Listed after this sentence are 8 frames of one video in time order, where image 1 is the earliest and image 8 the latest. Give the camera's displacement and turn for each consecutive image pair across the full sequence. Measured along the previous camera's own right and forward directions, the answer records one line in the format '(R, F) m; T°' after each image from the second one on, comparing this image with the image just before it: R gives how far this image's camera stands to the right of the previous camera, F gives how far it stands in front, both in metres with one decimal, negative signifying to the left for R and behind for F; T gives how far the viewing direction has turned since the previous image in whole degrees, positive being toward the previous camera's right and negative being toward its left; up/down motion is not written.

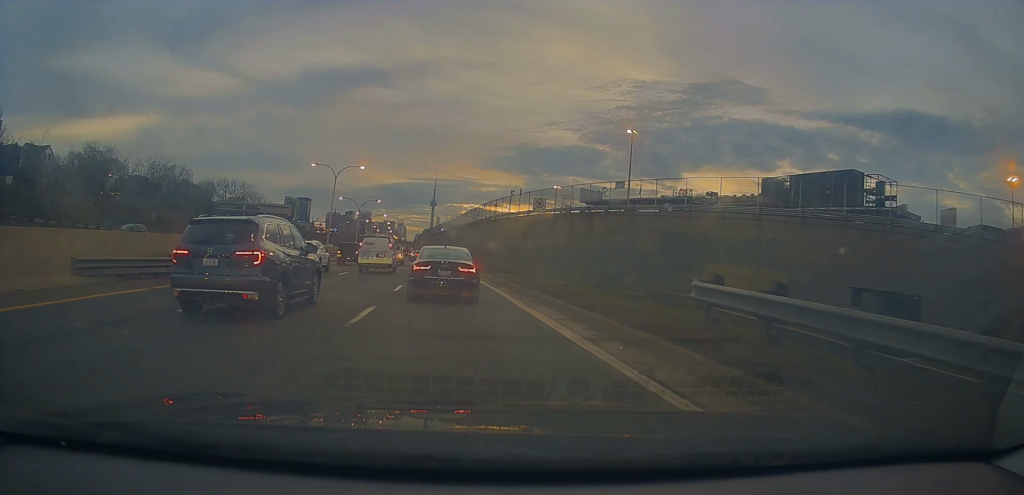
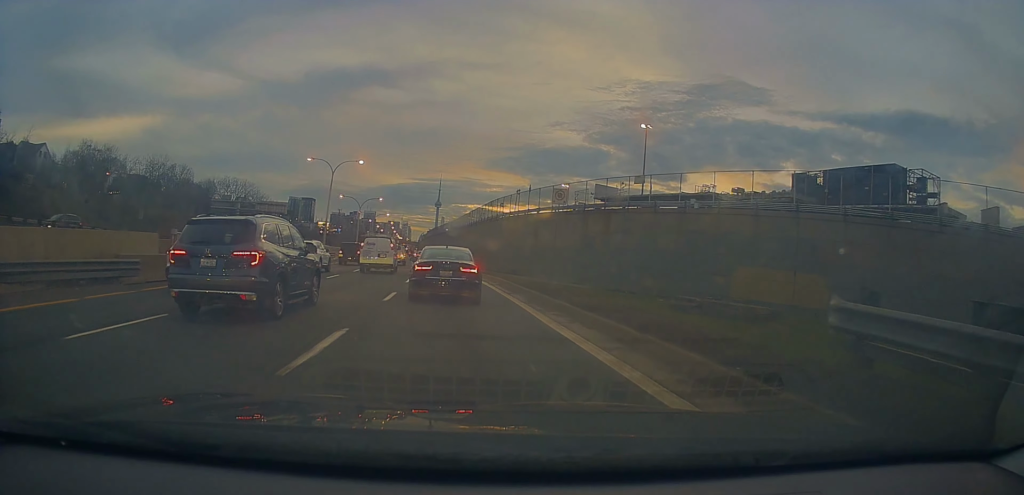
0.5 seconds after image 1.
(-0.1, +3.7) m; -1°
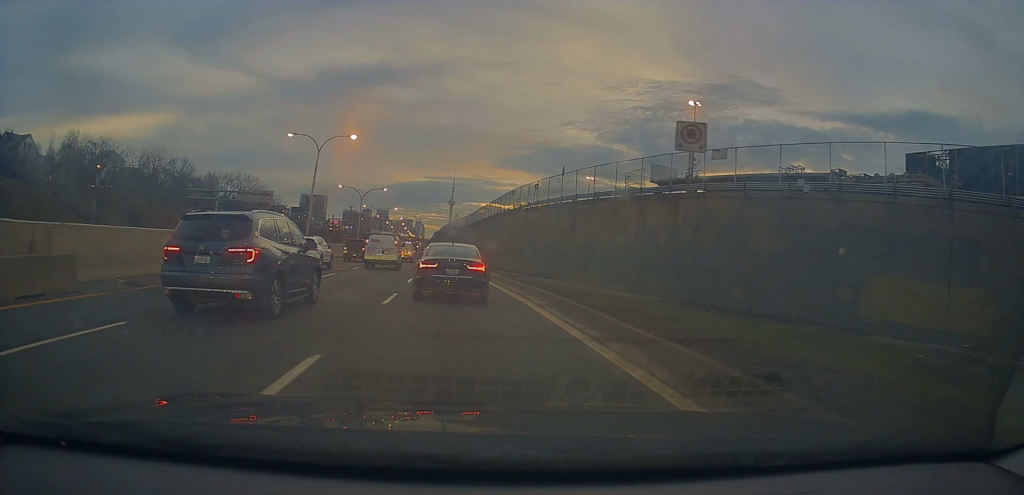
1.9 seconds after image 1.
(-0.1, +11.5) m; +1°
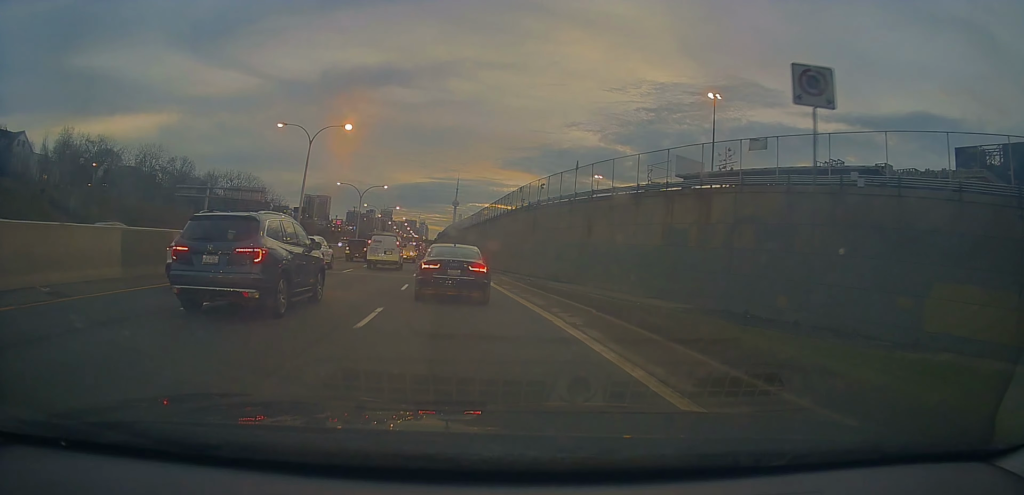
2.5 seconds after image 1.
(-0.2, +4.2) m; +2°
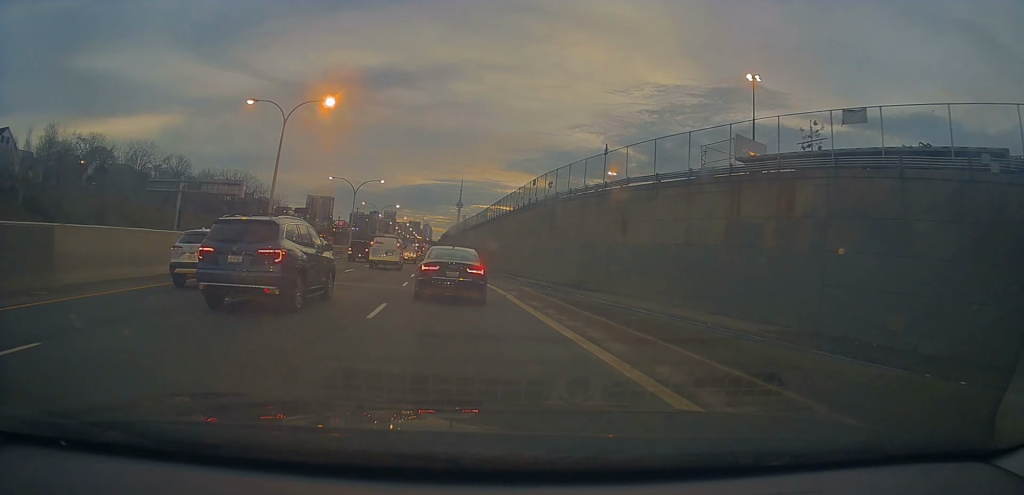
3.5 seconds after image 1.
(+0.5, +7.6) m; -5°
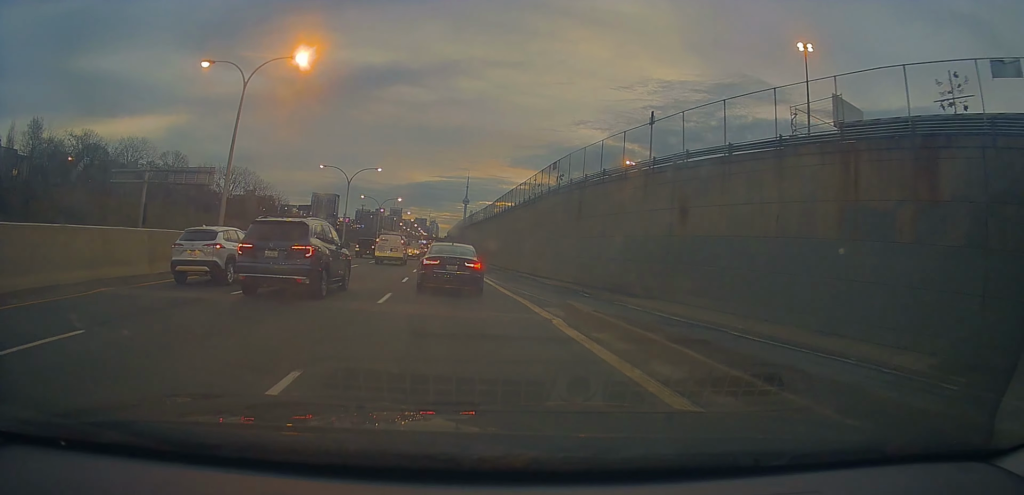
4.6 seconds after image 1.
(-1.1, +7.9) m; -3°
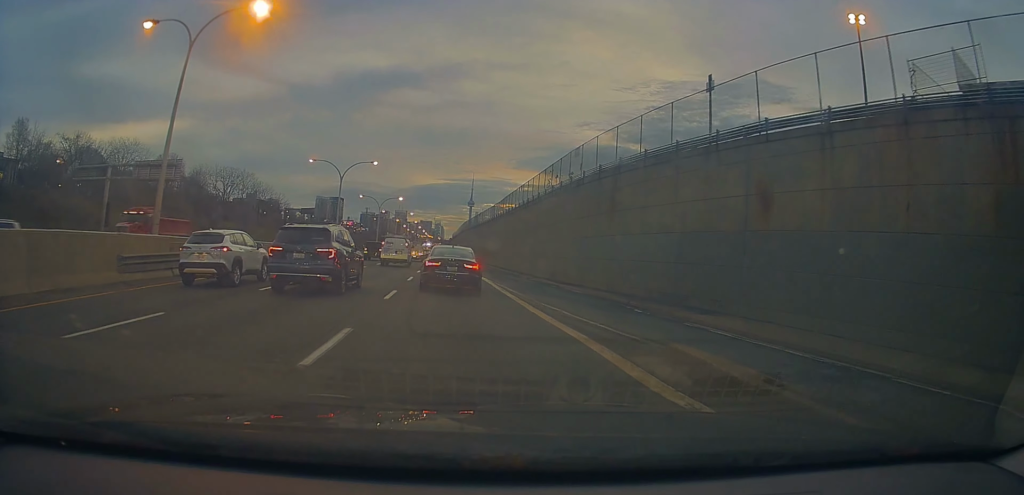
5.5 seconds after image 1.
(+0.5, +6.7) m; +7°
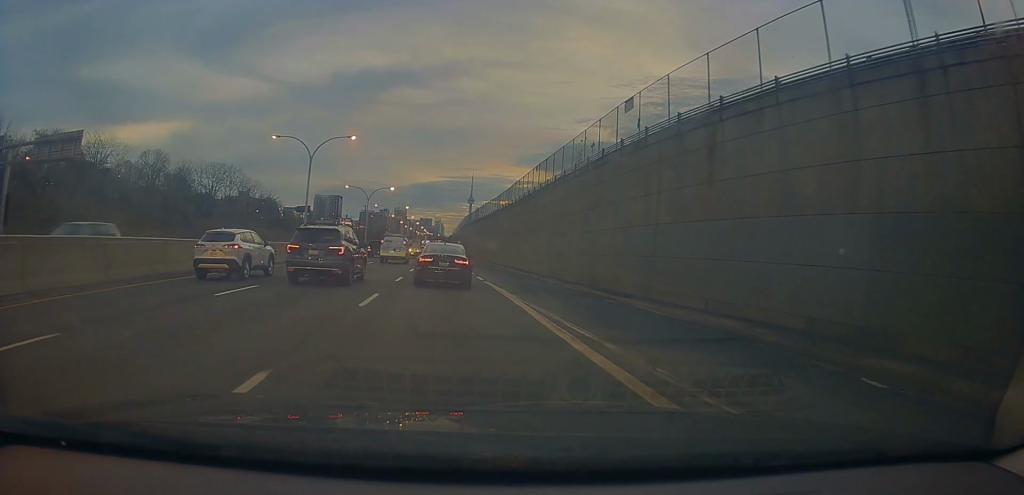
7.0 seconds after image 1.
(+0.3, +11.4) m; -3°
